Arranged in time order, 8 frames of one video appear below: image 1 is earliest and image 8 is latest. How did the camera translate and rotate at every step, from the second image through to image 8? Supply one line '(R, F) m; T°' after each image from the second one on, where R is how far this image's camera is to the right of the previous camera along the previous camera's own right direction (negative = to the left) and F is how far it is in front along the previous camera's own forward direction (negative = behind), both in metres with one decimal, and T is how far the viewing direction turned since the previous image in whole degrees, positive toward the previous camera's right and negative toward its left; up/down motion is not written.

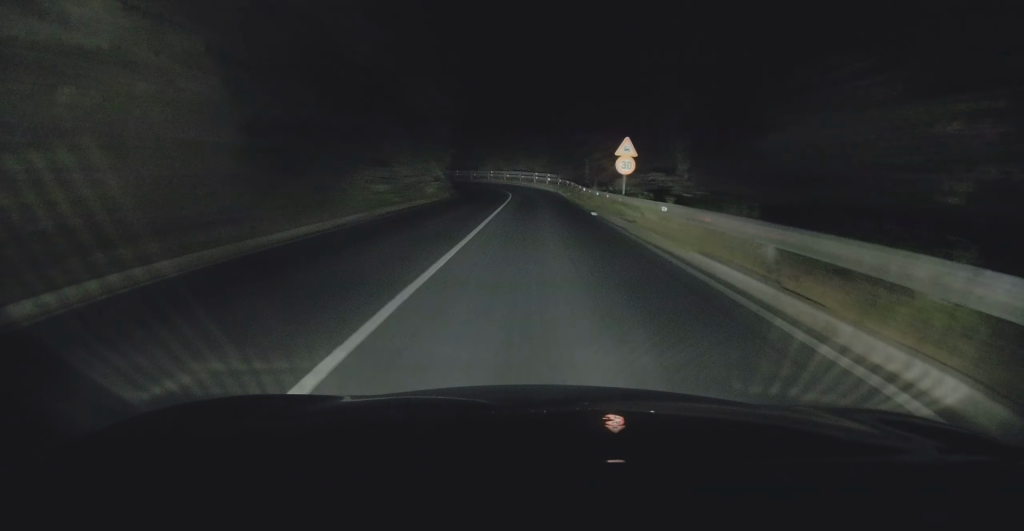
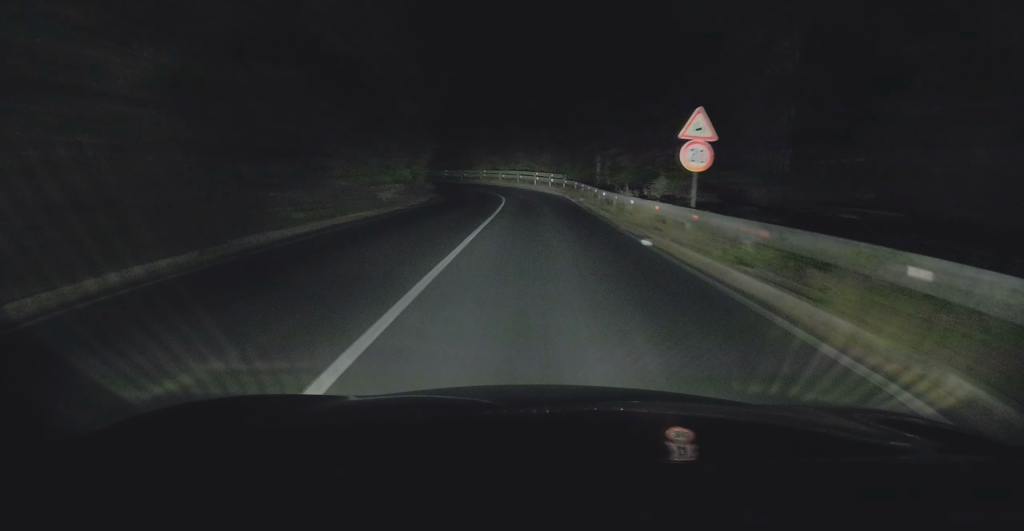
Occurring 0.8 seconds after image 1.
(0.0, +10.7) m; +1°
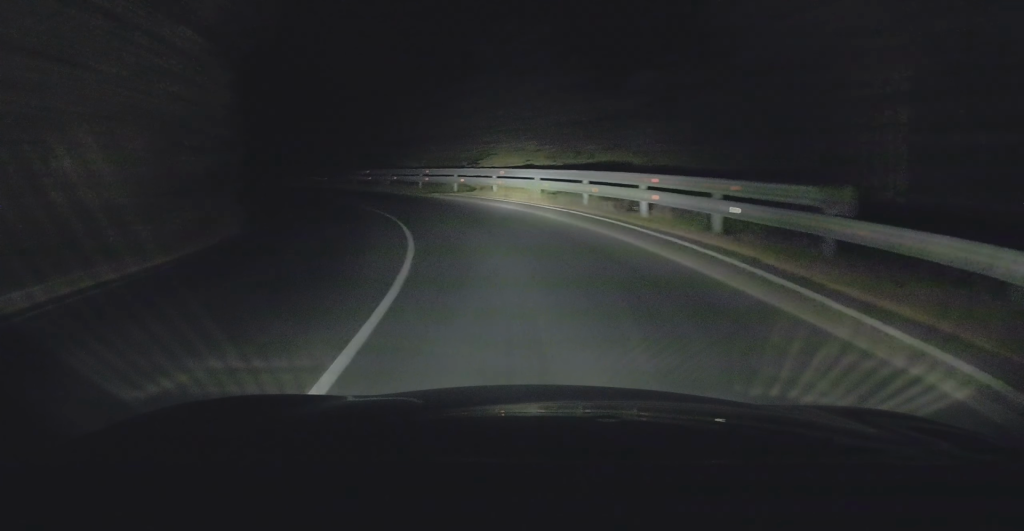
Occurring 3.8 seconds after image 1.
(+0.9, +41.9) m; -1°
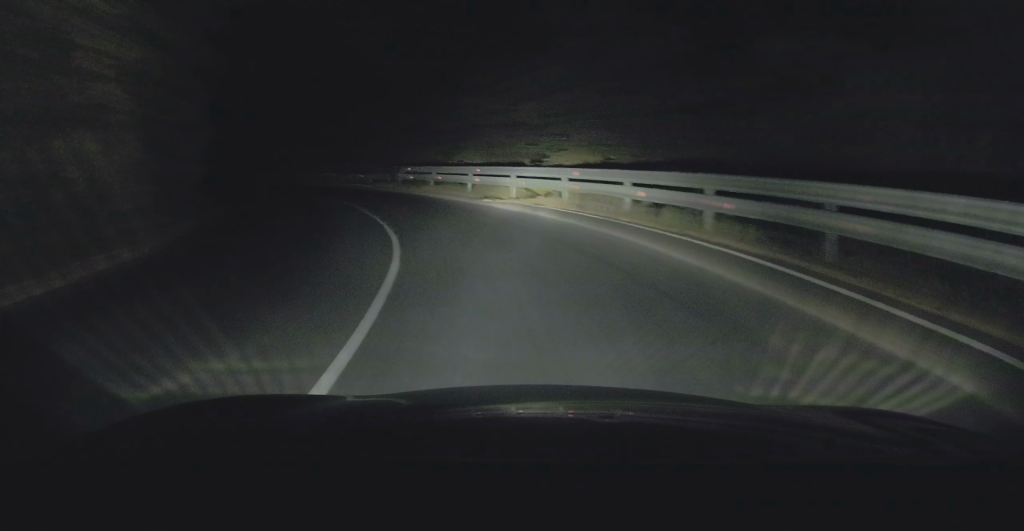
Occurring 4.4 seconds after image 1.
(-0.1, +8.2) m; -2°
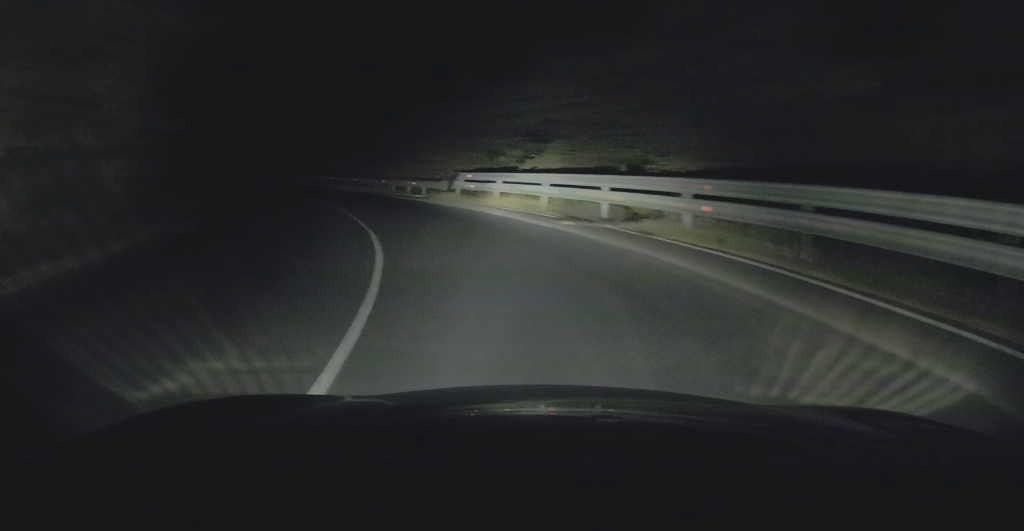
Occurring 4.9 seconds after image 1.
(+0.3, +7.7) m; -3°
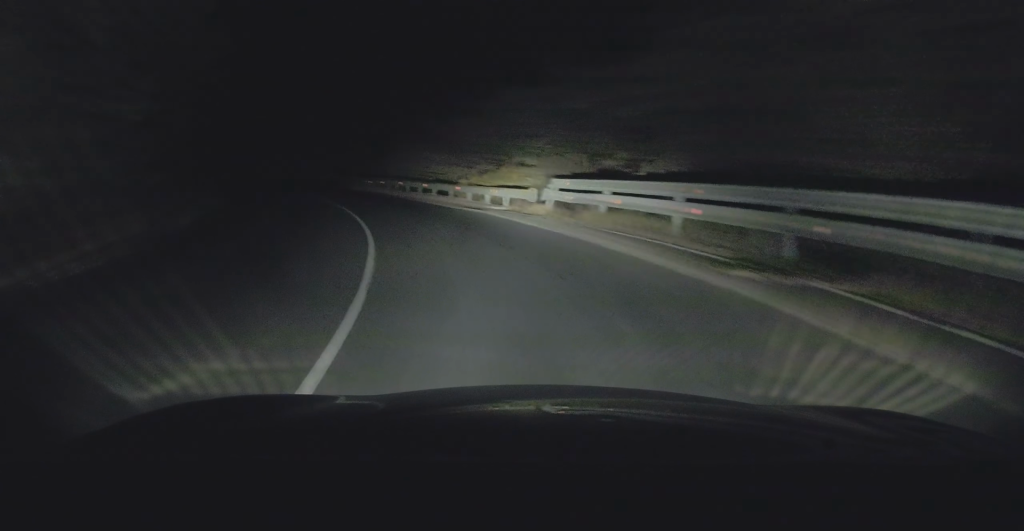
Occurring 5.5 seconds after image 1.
(-0.4, +7.5) m; -4°
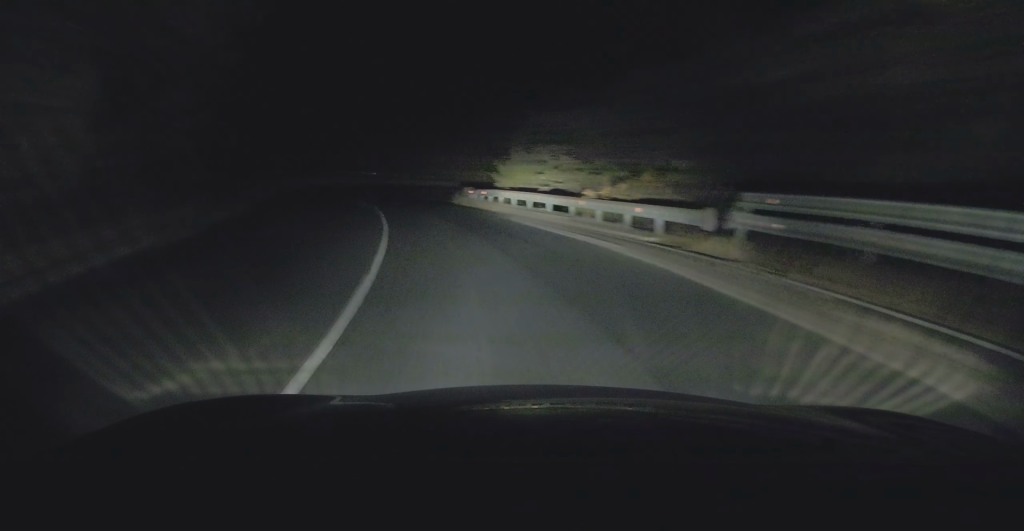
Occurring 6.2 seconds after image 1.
(-0.6, +9.9) m; -7°
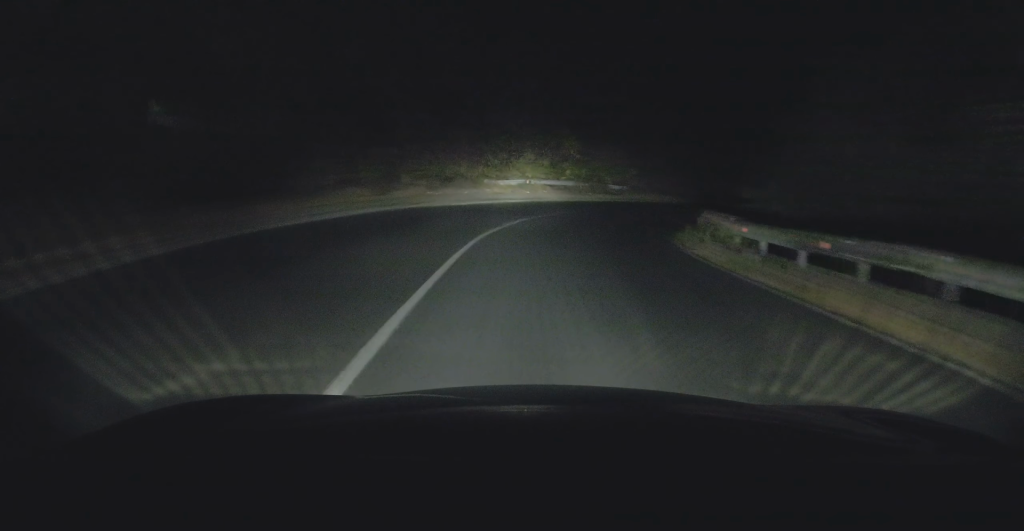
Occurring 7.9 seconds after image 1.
(-5.3, +23.6) m; -27°
